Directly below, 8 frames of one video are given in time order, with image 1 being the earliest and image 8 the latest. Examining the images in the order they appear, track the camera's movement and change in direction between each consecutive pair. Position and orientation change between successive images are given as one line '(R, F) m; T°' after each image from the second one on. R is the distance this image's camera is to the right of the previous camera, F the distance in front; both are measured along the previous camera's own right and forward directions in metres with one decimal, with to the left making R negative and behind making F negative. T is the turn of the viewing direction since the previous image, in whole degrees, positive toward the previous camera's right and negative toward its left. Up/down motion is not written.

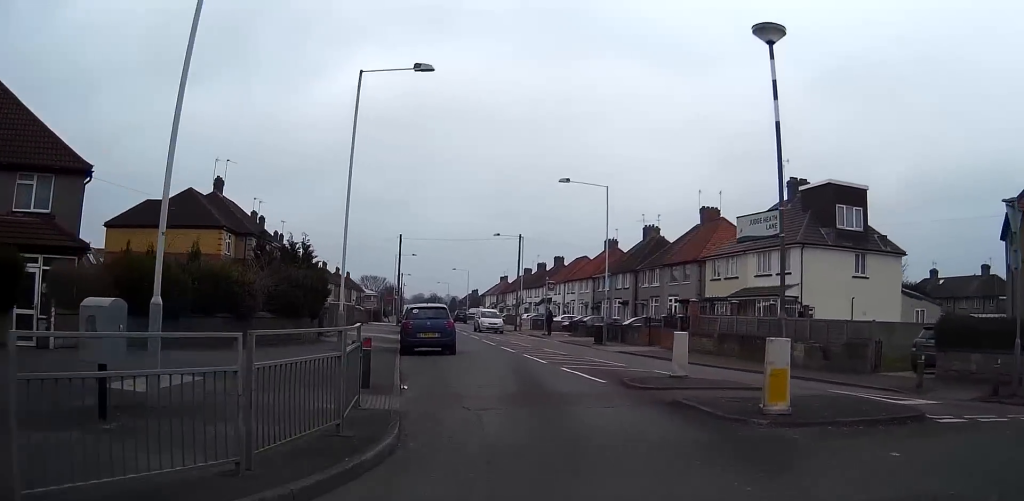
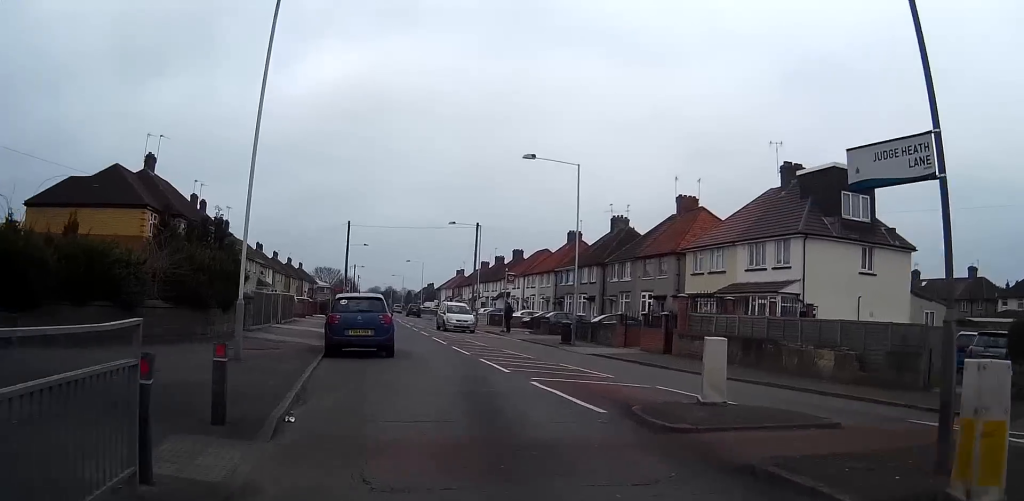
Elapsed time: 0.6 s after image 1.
(+0.3, +4.7) m; +3°
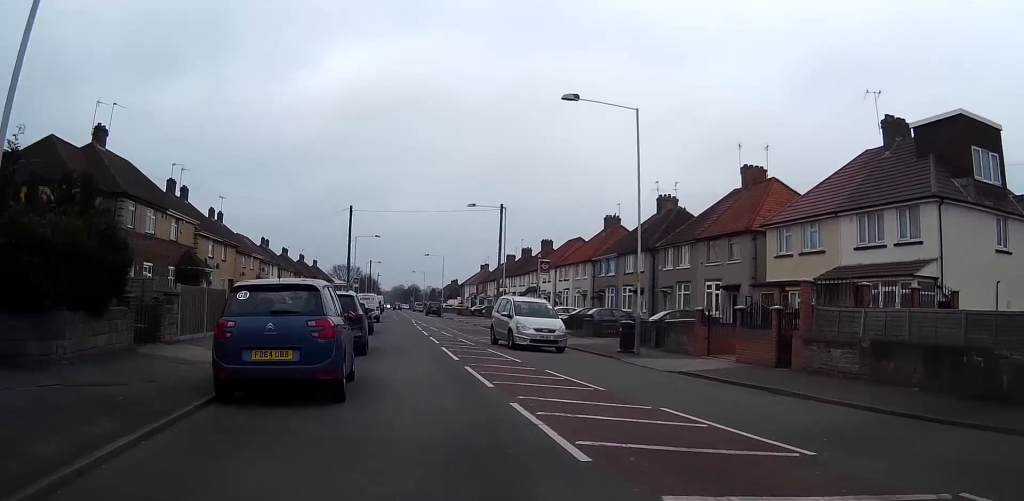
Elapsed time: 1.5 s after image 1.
(-0.1, +9.0) m; -2°
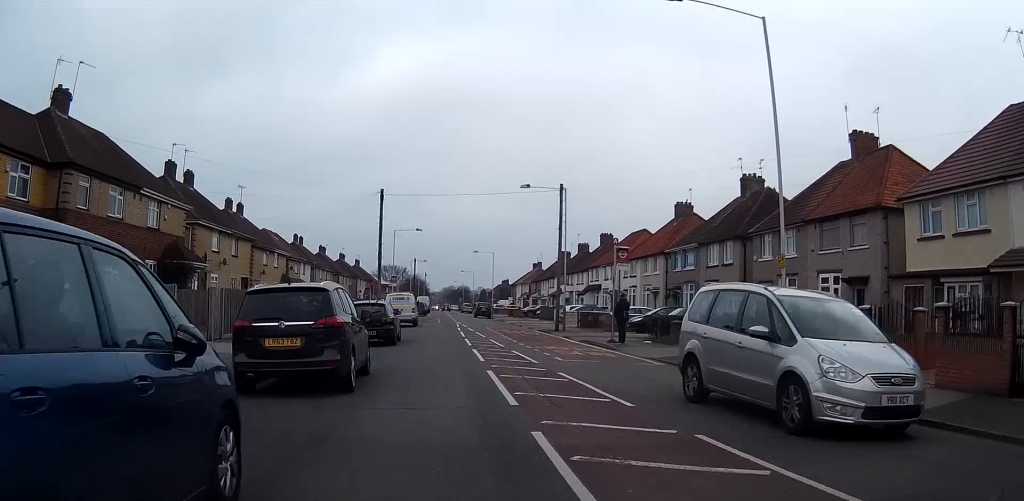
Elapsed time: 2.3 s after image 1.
(-0.2, +8.1) m; -2°
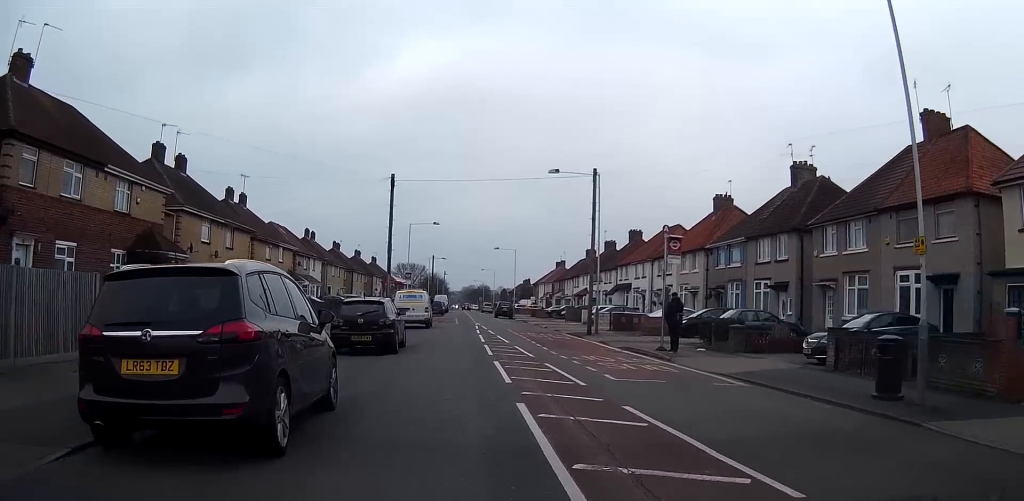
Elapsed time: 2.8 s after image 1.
(-0.1, +4.9) m; -1°
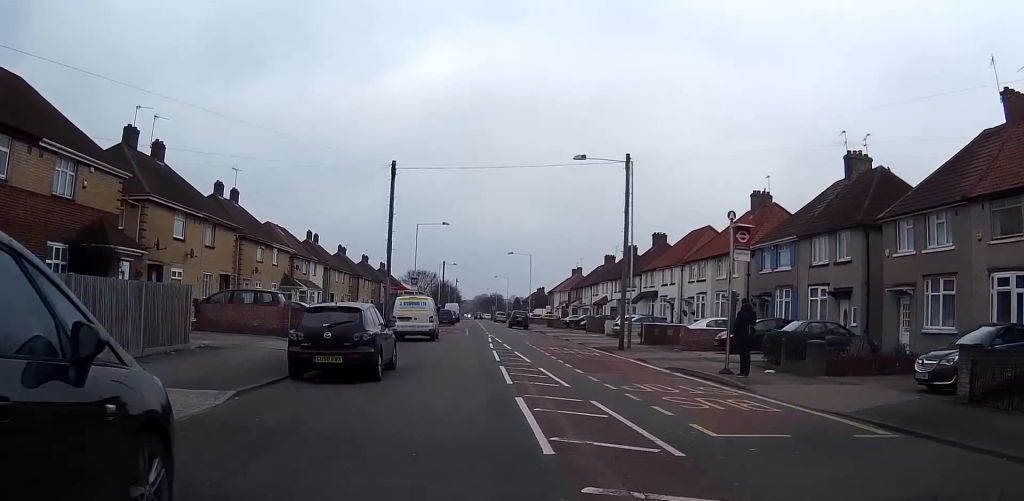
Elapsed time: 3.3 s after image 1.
(0.0, +5.4) m; -1°
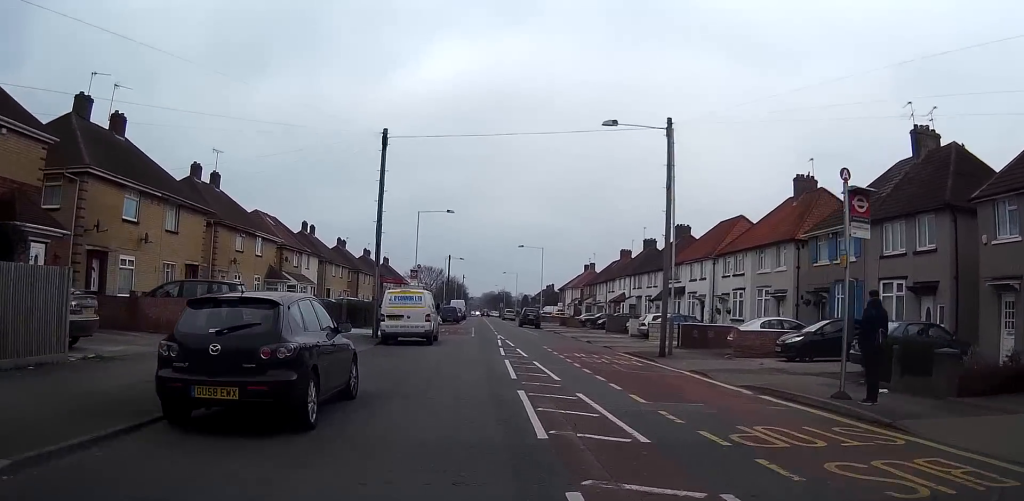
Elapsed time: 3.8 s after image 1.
(-0.1, +6.0) m; -1°
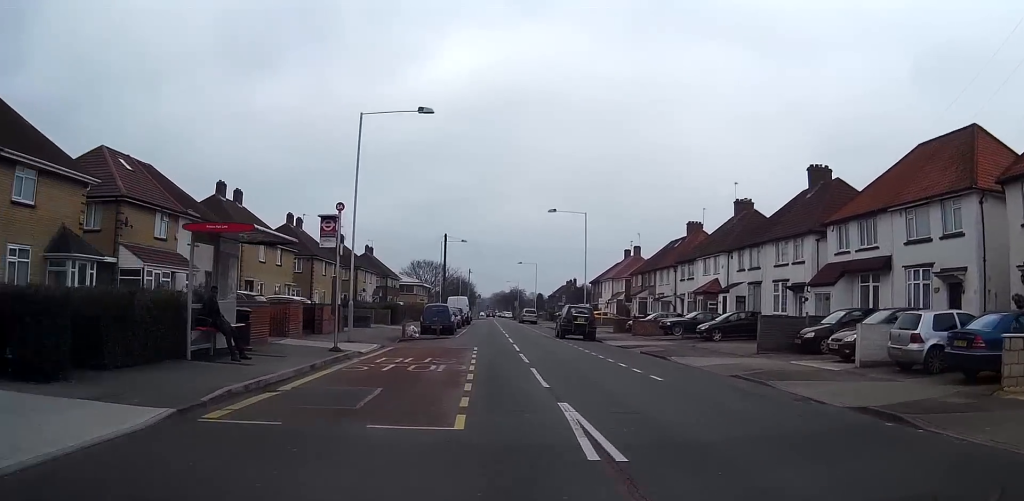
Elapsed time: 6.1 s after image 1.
(-0.1, +28.0) m; 0°
